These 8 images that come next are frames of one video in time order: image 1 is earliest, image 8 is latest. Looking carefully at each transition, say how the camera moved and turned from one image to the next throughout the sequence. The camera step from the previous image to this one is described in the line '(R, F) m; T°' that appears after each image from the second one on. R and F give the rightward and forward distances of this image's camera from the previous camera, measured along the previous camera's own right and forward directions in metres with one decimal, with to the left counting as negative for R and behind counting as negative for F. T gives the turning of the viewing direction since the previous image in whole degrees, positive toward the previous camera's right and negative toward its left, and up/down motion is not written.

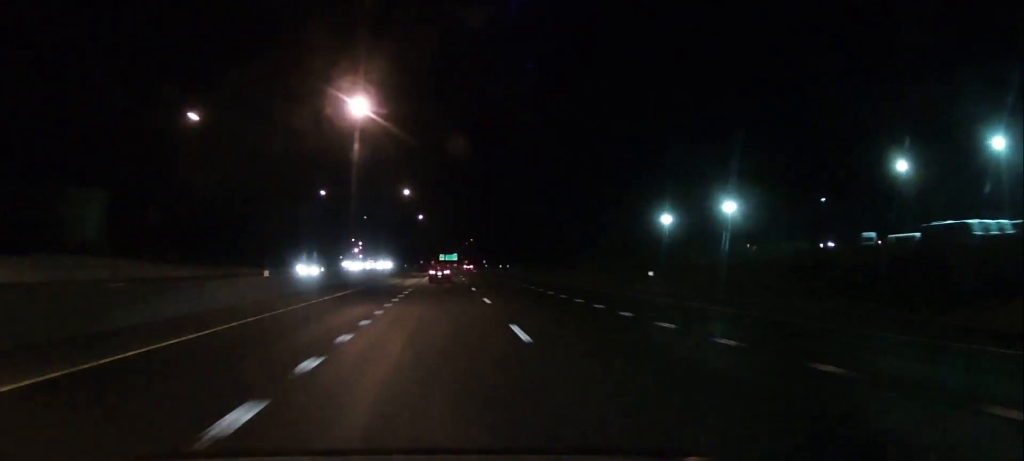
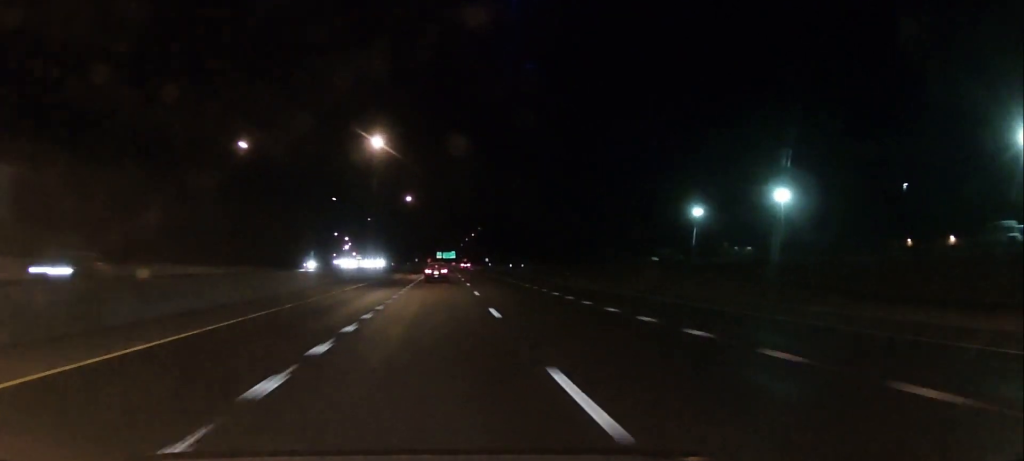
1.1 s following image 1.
(0.0, +31.1) m; +1°
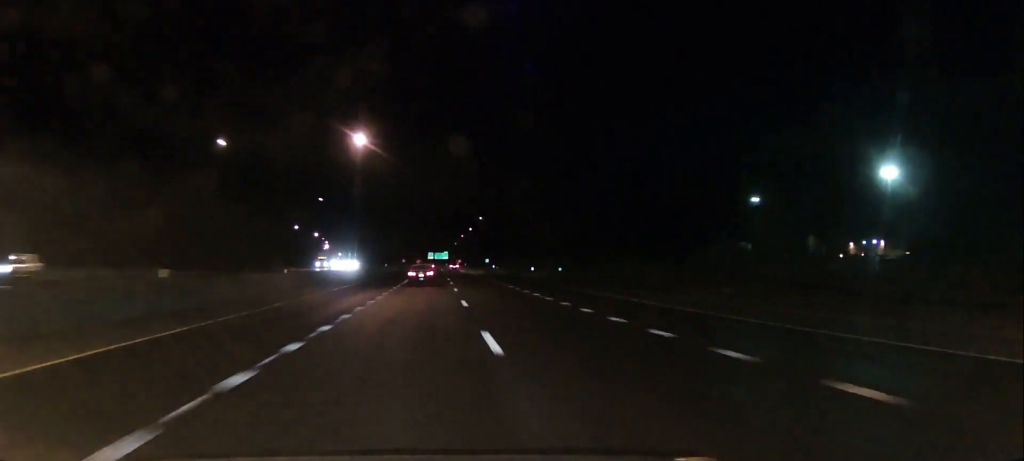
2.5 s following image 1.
(+0.2, +42.6) m; 0°
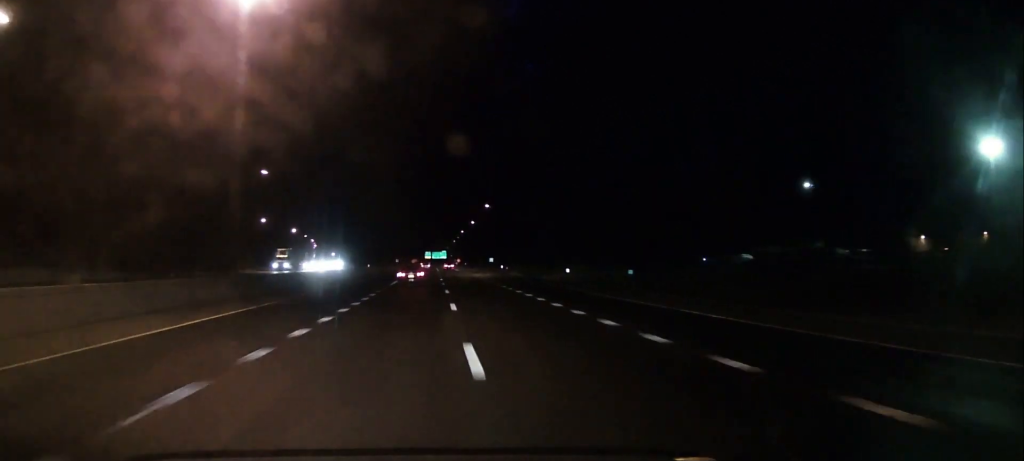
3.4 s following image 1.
(-0.1, +26.4) m; 0°
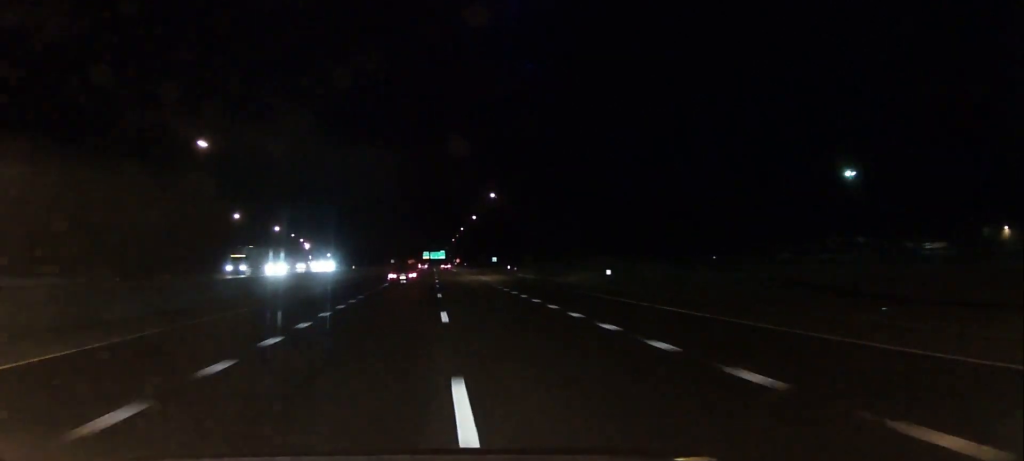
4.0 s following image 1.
(+0.2, +15.7) m; +1°
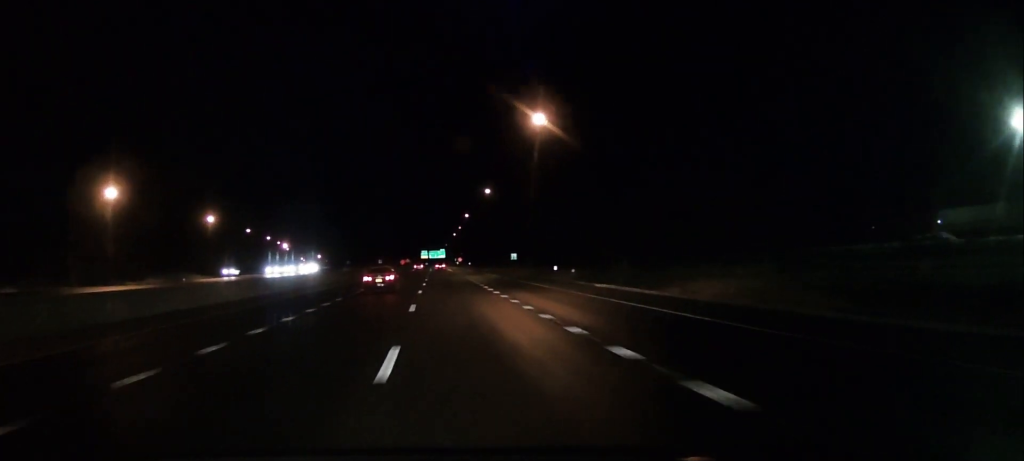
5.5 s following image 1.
(+0.1, +44.2) m; 0°
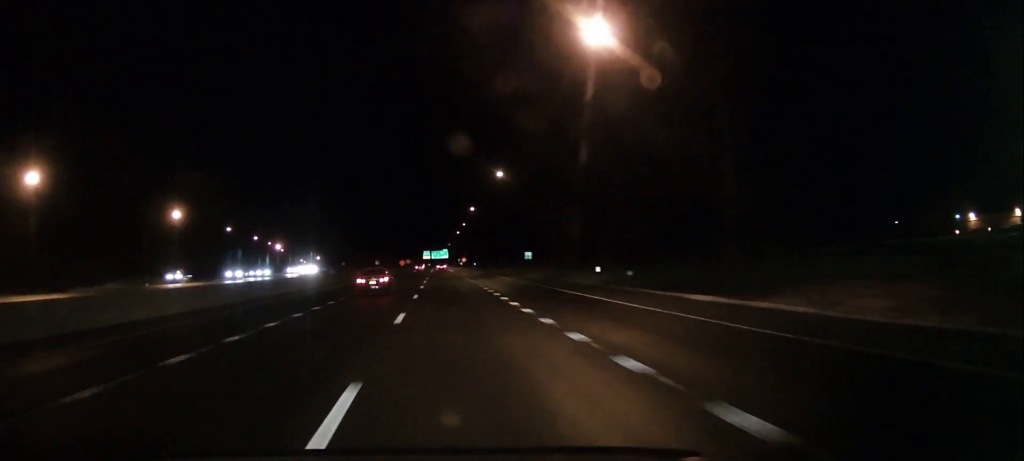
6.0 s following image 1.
(0.0, +15.7) m; 0°
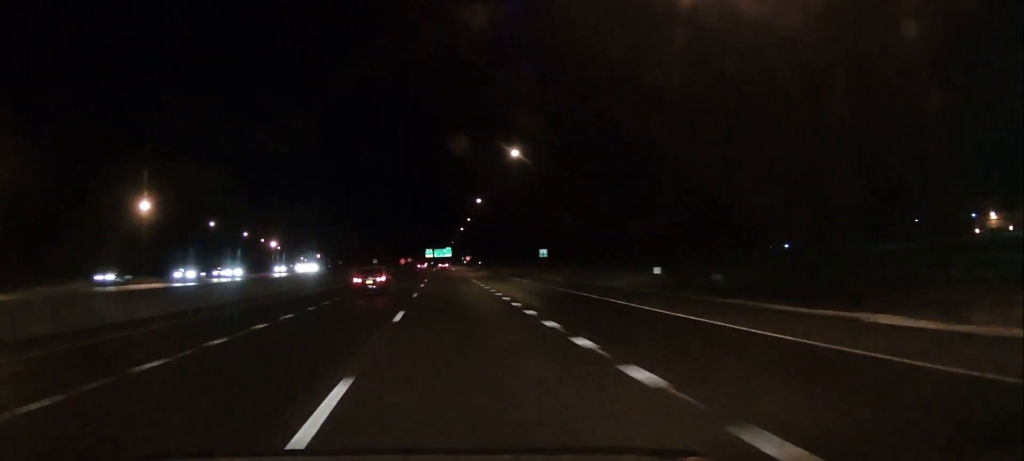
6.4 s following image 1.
(0.0, +11.8) m; 0°
